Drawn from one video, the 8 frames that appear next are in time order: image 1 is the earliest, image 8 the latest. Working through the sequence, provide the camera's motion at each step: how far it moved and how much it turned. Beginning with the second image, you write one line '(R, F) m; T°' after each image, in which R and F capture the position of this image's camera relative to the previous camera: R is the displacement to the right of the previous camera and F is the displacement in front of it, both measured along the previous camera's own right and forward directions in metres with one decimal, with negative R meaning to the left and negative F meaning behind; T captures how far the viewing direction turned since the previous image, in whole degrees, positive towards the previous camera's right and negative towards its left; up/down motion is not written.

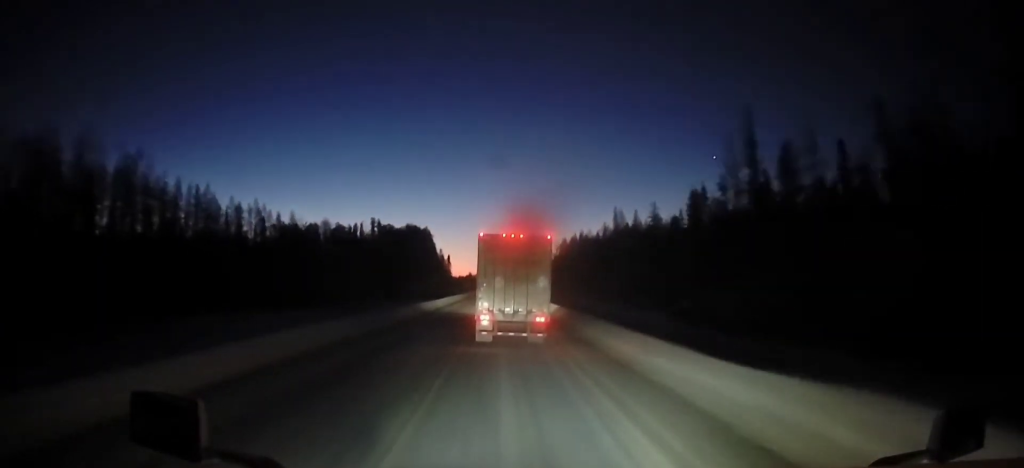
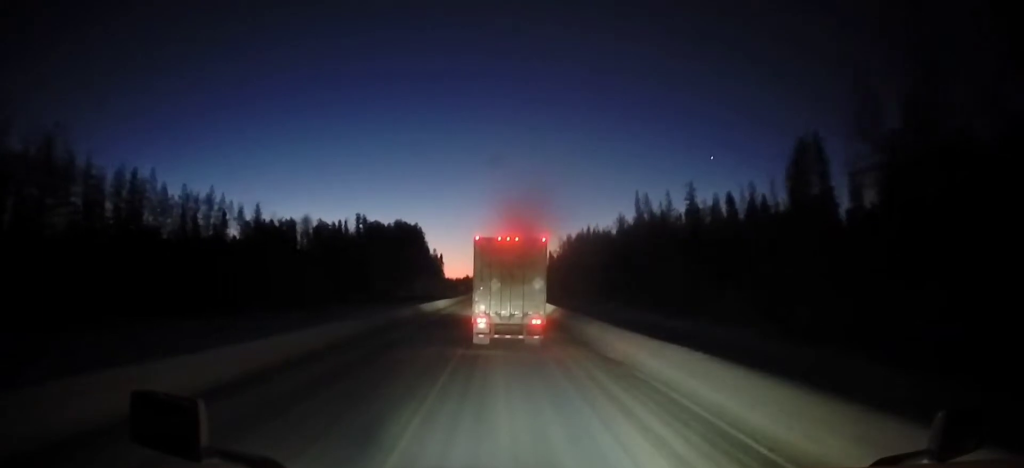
(+0.1, +18.6) m; 0°
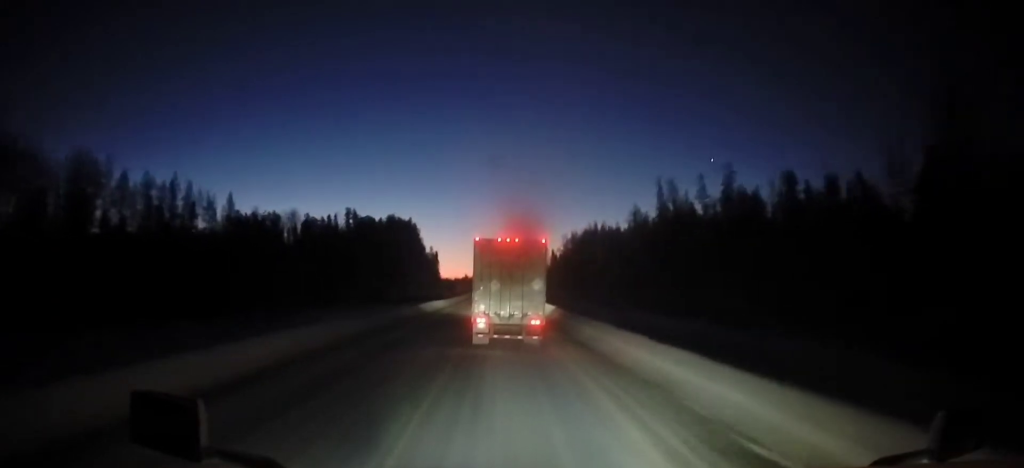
(+0.2, +12.4) m; 0°
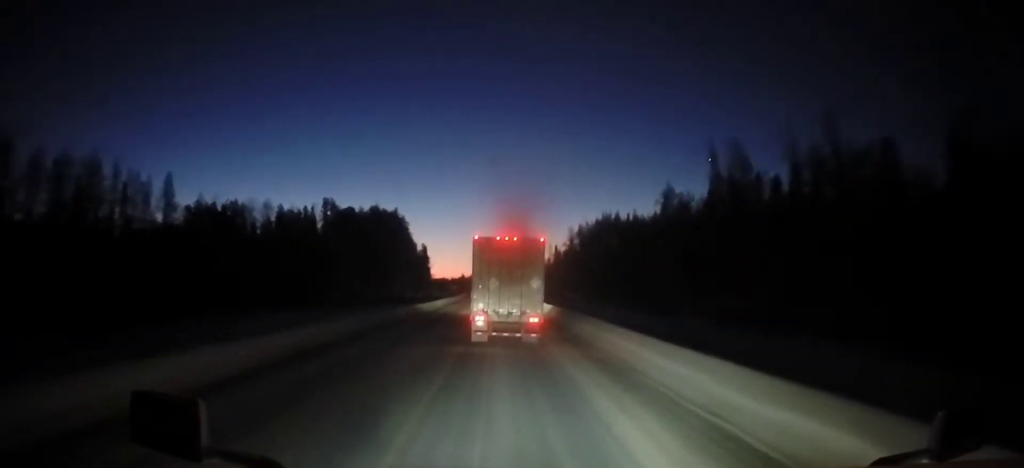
(-0.1, +20.6) m; 0°
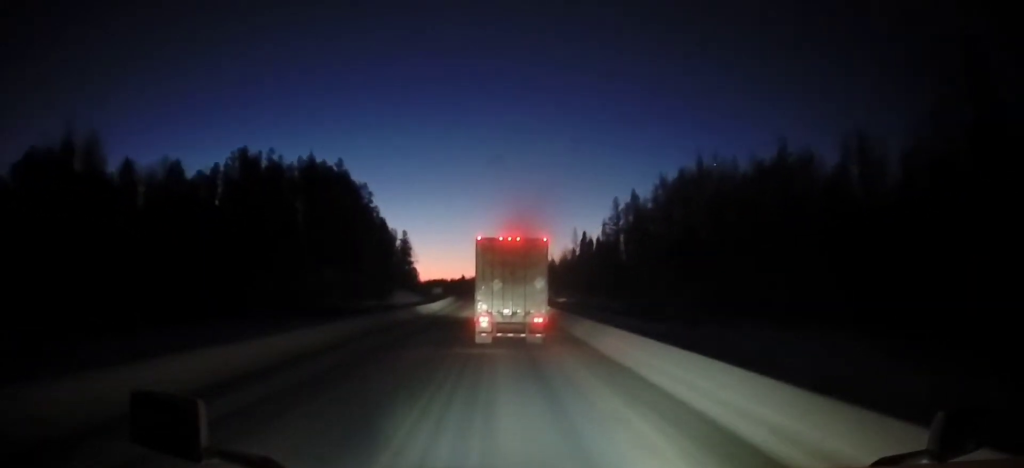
(0.0, +56.6) m; 0°
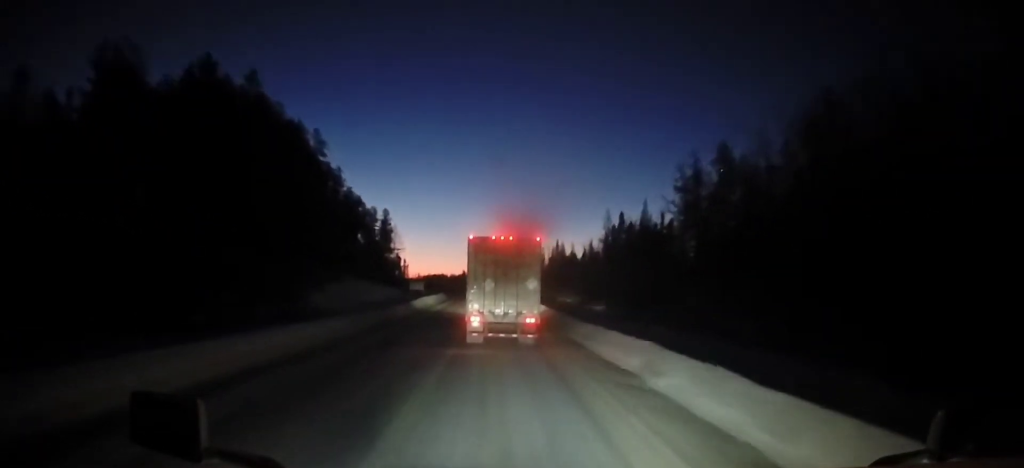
(0.0, +38.6) m; -1°
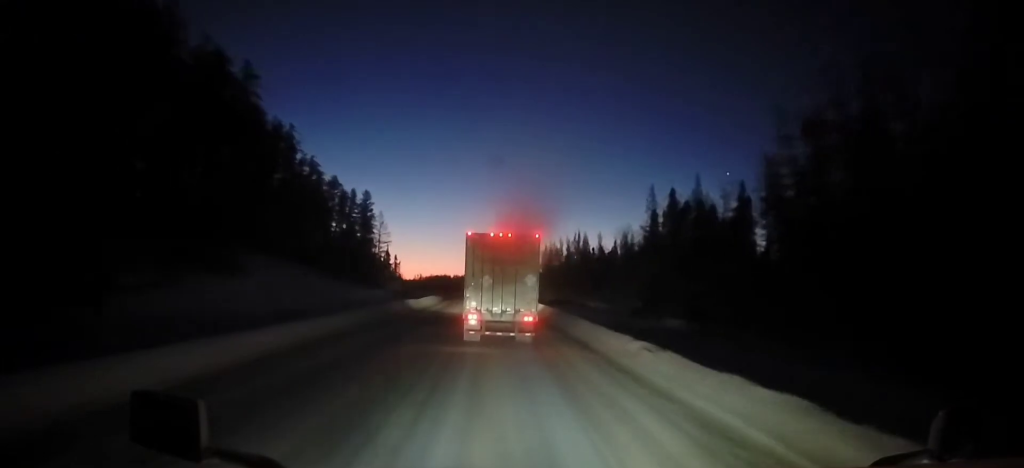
(-0.3, +27.9) m; -2°
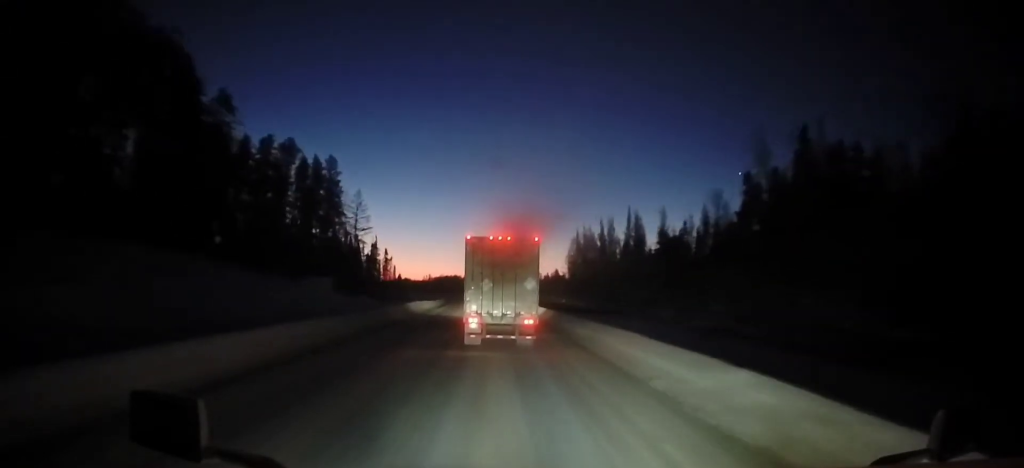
(-0.7, +33.0) m; -1°
